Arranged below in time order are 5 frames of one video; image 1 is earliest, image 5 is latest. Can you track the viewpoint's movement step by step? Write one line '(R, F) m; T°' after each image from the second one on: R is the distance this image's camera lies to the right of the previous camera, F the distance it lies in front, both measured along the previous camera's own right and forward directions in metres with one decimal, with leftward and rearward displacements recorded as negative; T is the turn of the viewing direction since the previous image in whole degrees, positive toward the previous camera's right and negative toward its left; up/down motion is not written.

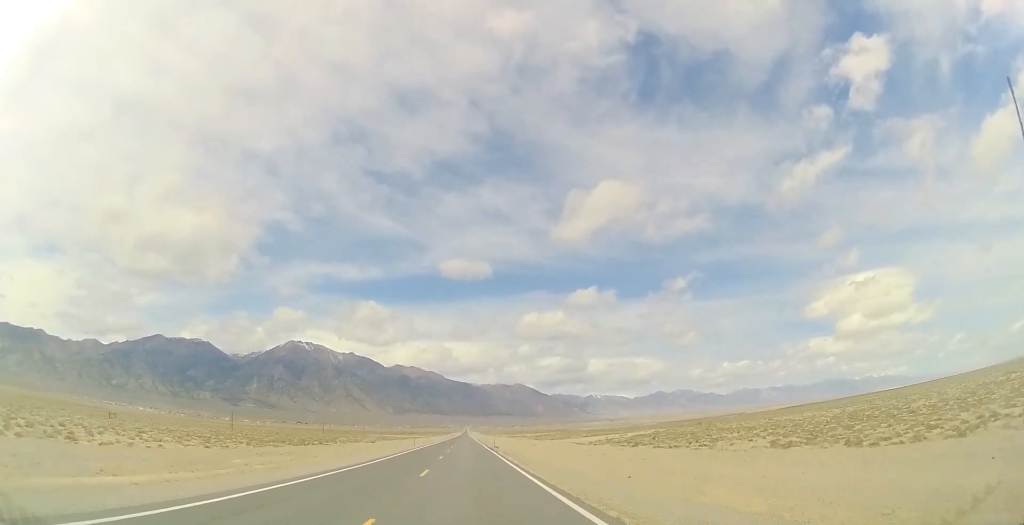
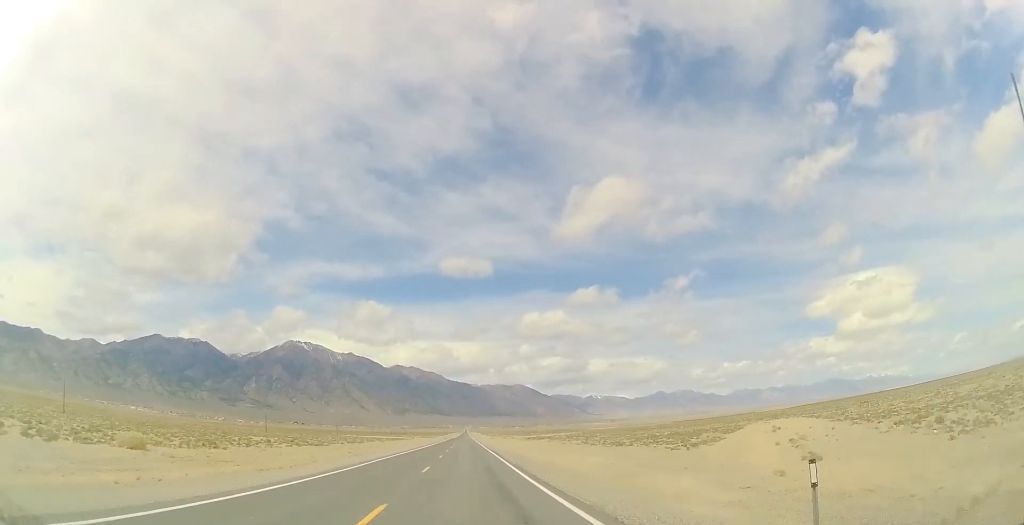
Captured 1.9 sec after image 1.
(+0.6, +65.8) m; +1°
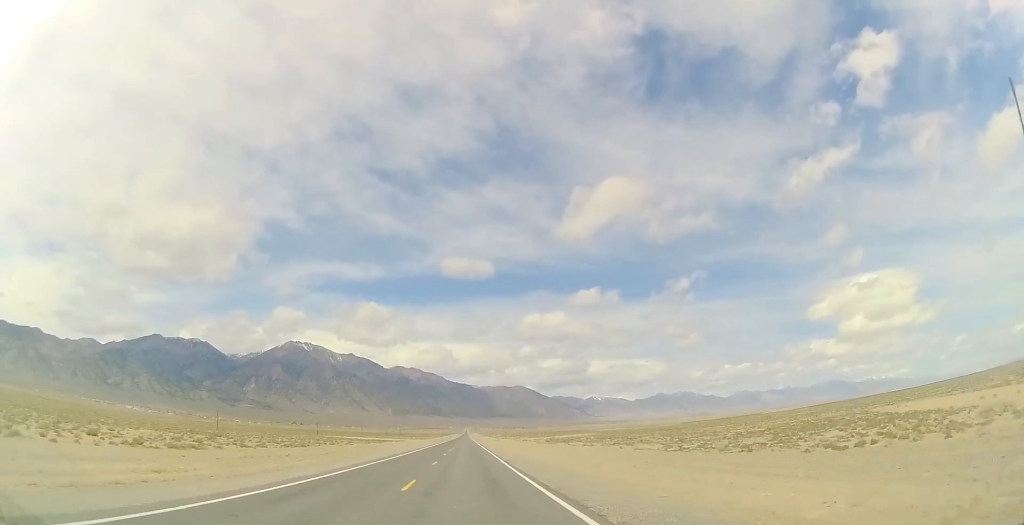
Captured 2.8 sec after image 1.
(+0.1, +34.0) m; -1°
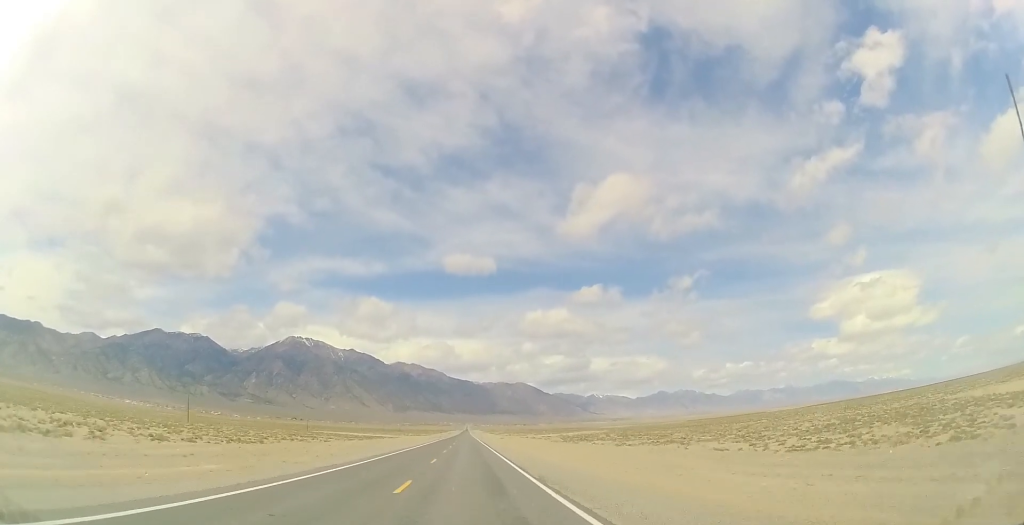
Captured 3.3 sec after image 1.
(-0.3, +15.2) m; 0°
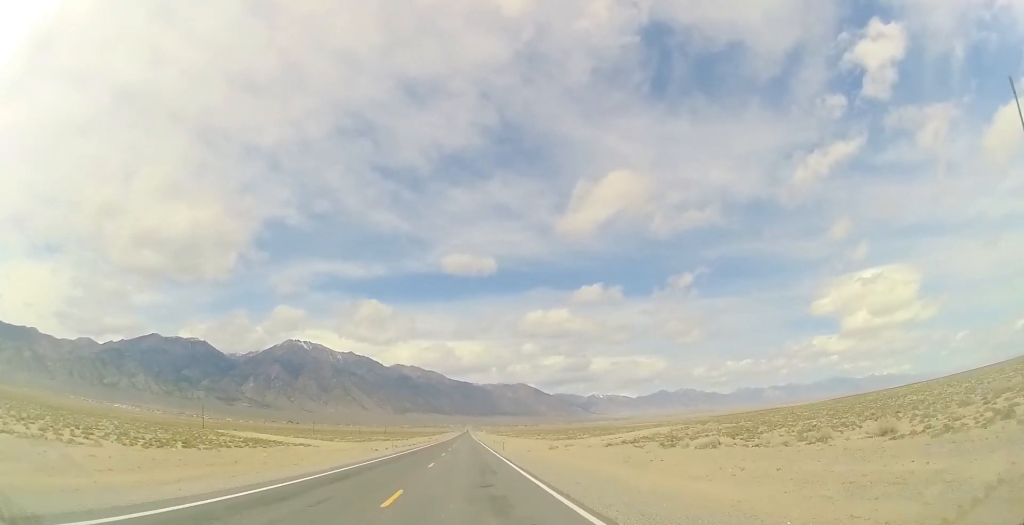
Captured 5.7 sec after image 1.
(+0.5, +84.3) m; +1°
